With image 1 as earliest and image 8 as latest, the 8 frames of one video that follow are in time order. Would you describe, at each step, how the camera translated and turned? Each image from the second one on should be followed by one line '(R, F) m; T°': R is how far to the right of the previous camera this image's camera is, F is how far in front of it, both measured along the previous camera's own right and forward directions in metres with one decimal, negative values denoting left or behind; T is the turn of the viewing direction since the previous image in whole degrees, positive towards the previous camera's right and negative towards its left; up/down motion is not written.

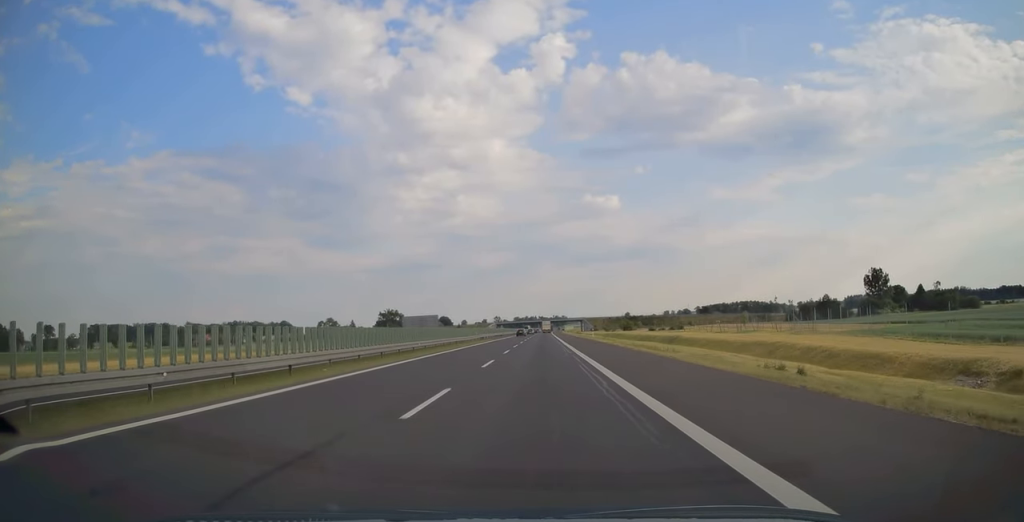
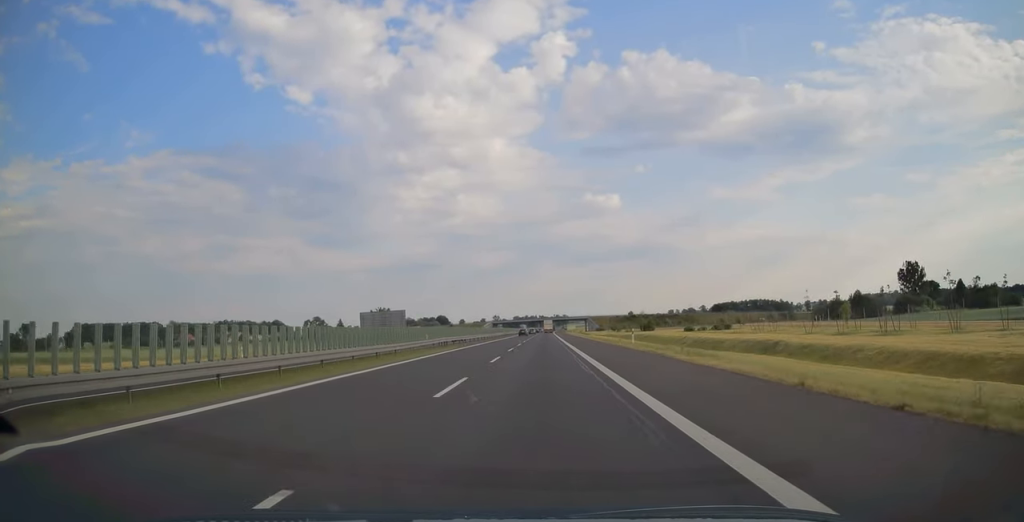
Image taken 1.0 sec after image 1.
(0.0, +32.9) m; 0°
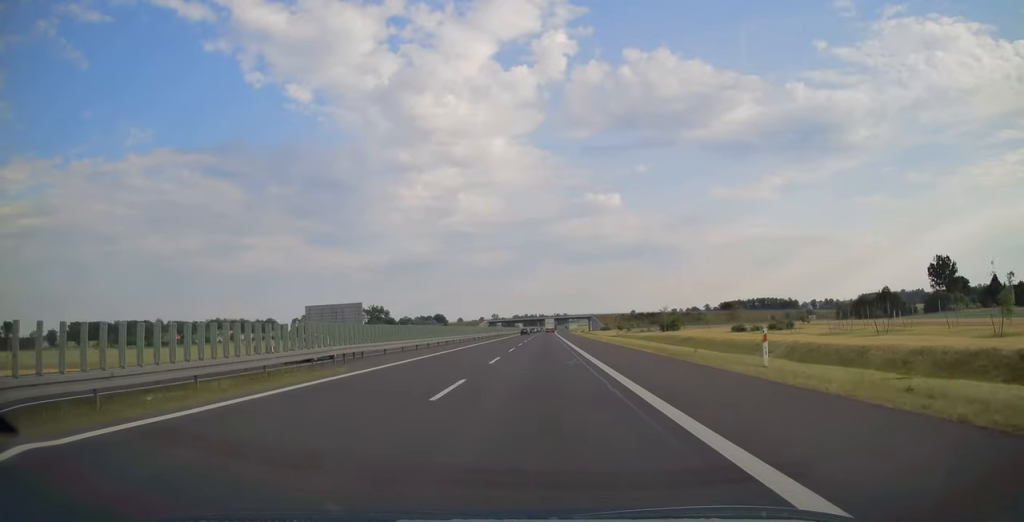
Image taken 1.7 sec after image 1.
(0.0, +25.0) m; 0°
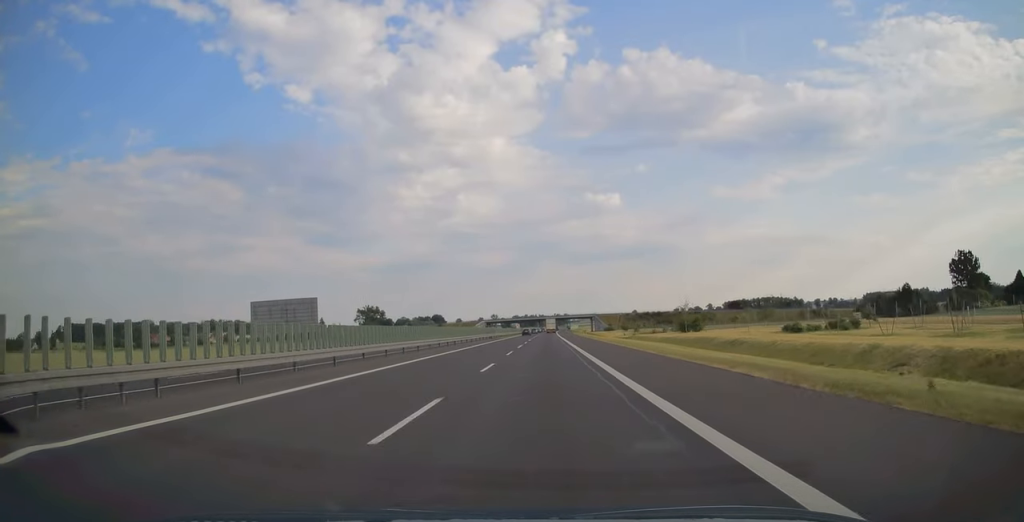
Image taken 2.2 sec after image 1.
(0.0, +16.1) m; 0°
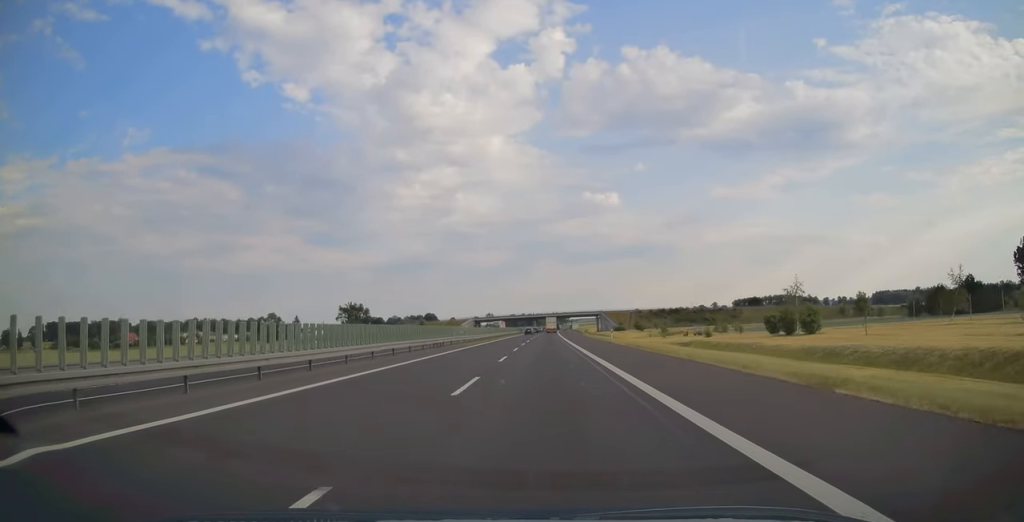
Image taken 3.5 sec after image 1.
(+0.1, +42.9) m; 0°
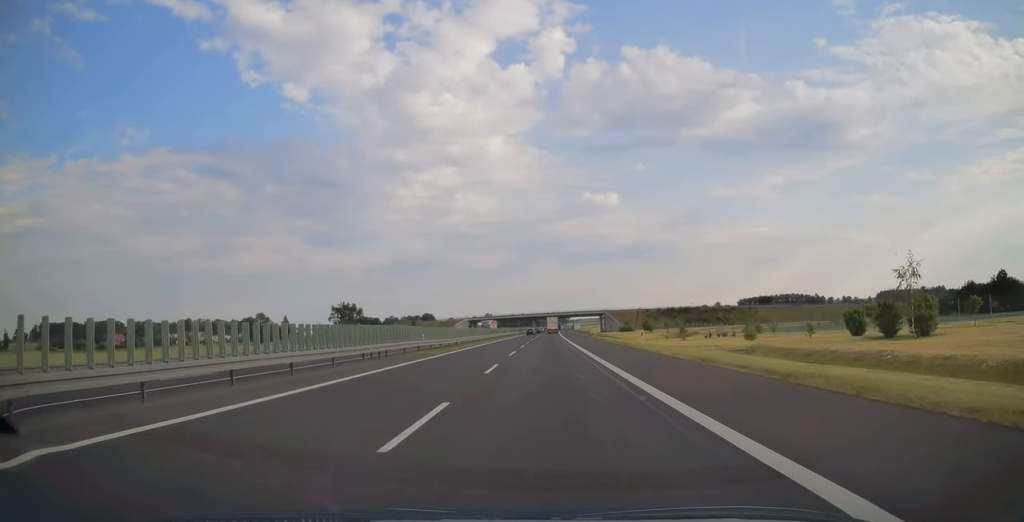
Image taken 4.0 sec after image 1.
(0.0, +17.8) m; 0°
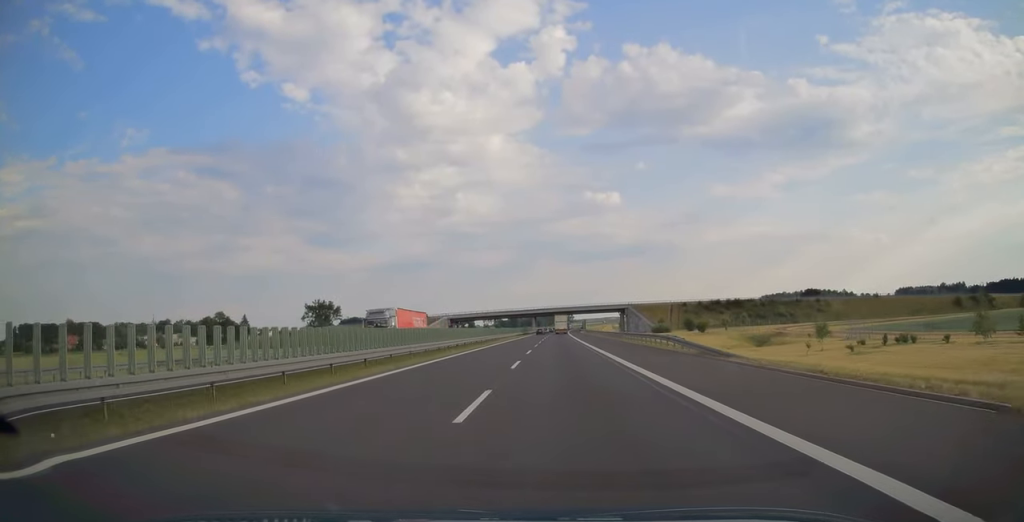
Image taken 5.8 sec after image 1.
(0.0, +58.0) m; 0°
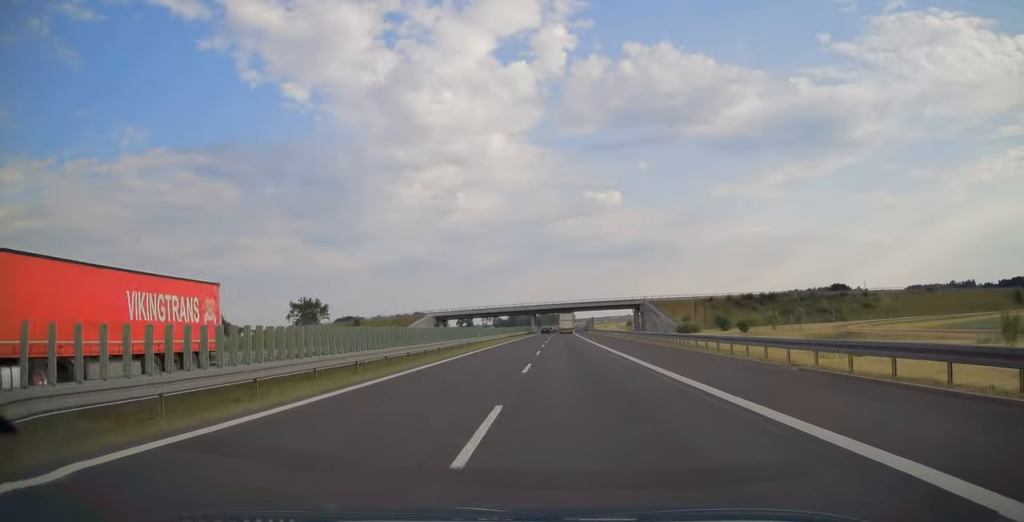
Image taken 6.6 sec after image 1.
(0.0, +26.8) m; 0°
